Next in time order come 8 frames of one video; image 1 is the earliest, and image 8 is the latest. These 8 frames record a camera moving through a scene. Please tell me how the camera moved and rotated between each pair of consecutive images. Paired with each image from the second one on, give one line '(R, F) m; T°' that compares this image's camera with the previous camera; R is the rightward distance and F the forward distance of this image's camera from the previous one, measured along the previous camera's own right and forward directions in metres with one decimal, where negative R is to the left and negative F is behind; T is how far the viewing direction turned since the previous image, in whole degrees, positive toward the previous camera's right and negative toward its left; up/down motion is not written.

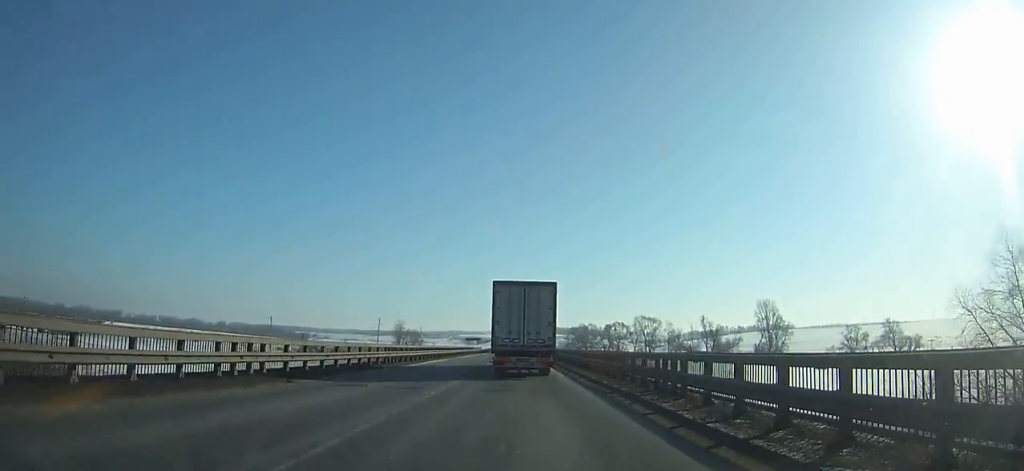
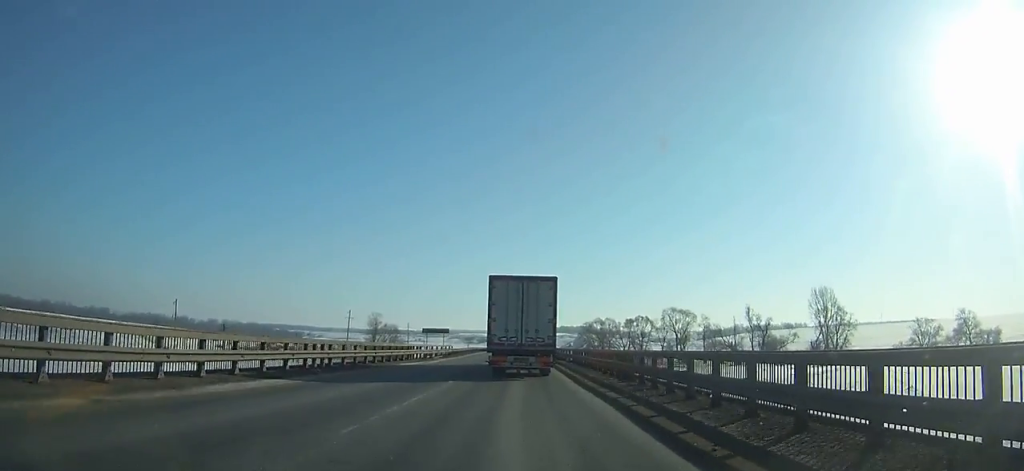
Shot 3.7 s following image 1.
(0.0, +54.7) m; 0°
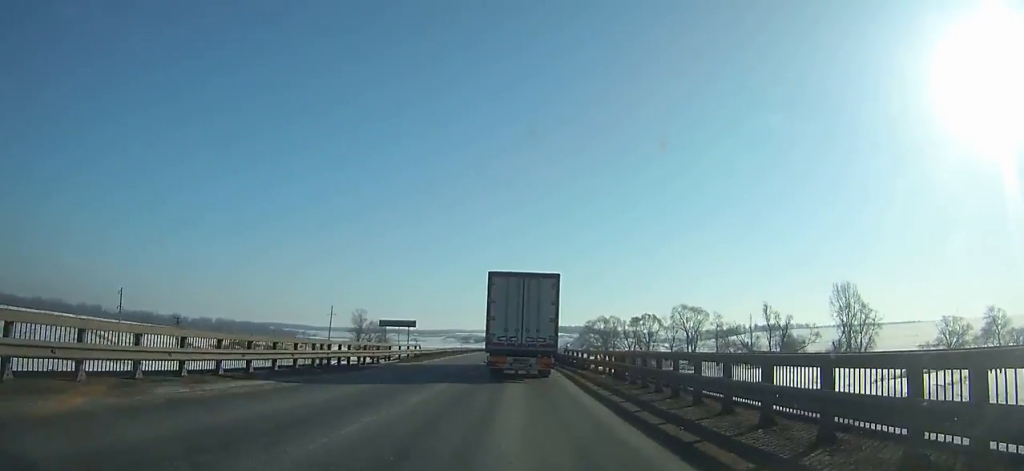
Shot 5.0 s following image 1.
(0.0, +19.2) m; 0°
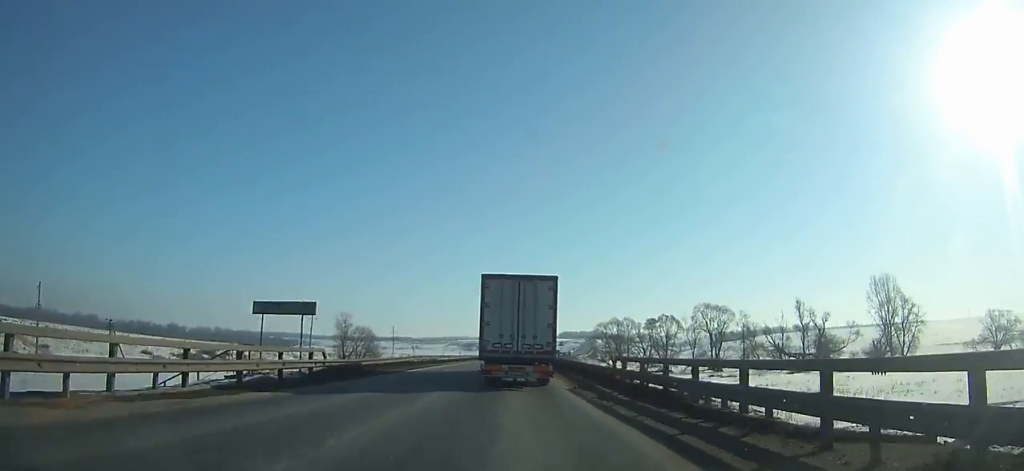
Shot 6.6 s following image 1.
(0.0, +23.6) m; 0°
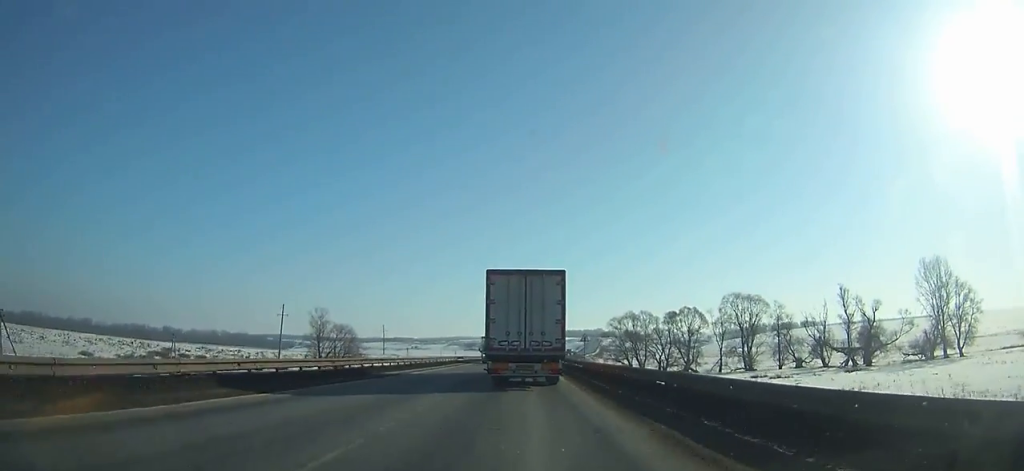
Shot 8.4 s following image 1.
(0.0, +26.8) m; 0°
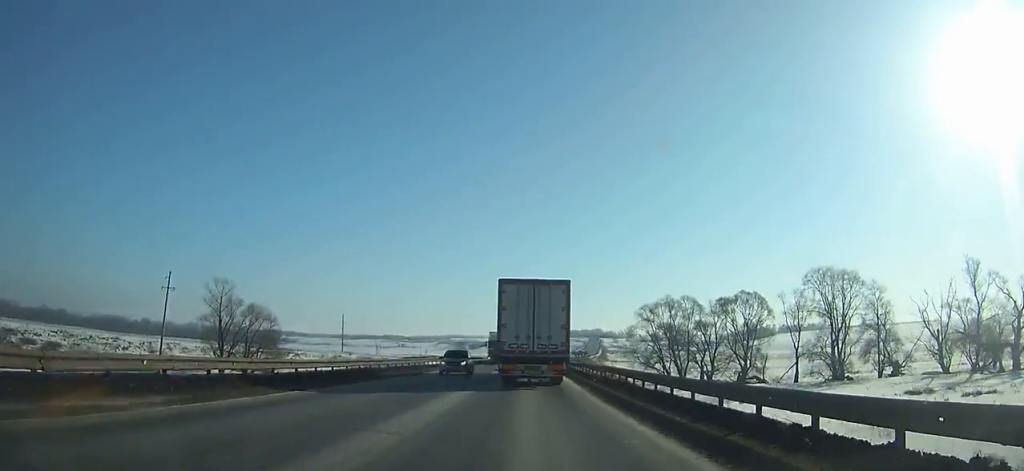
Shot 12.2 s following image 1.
(+0.3, +57.2) m; +1°
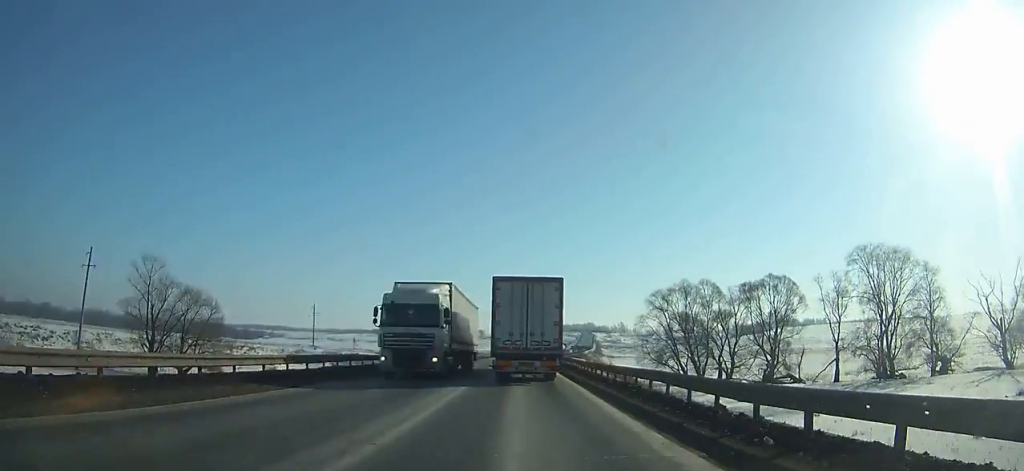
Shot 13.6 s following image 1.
(+0.1, +21.4) m; +1°
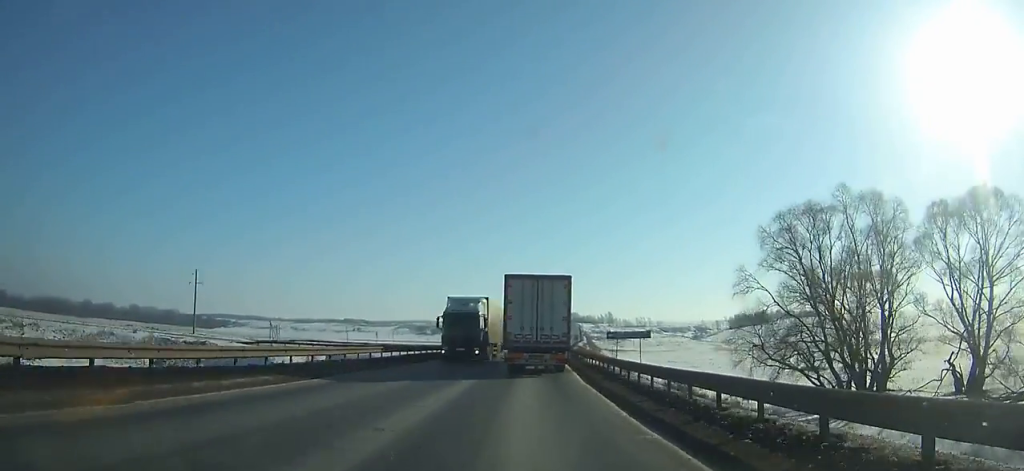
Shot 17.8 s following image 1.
(+1.0, +65.2) m; +2°
